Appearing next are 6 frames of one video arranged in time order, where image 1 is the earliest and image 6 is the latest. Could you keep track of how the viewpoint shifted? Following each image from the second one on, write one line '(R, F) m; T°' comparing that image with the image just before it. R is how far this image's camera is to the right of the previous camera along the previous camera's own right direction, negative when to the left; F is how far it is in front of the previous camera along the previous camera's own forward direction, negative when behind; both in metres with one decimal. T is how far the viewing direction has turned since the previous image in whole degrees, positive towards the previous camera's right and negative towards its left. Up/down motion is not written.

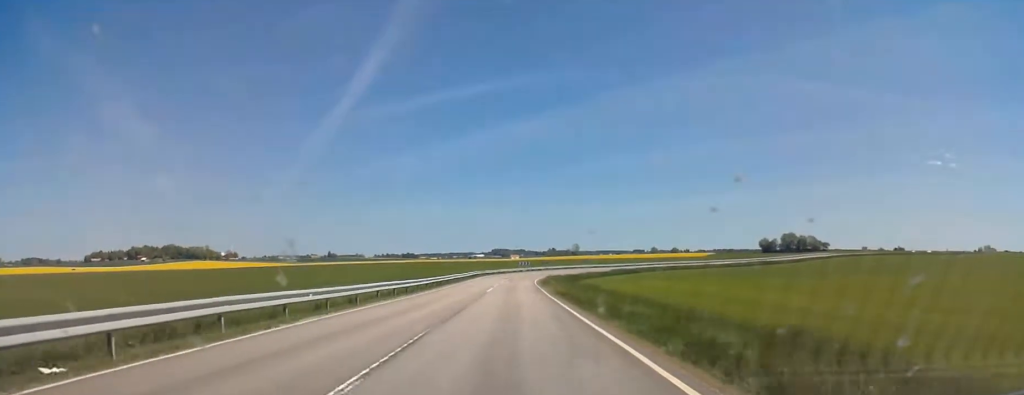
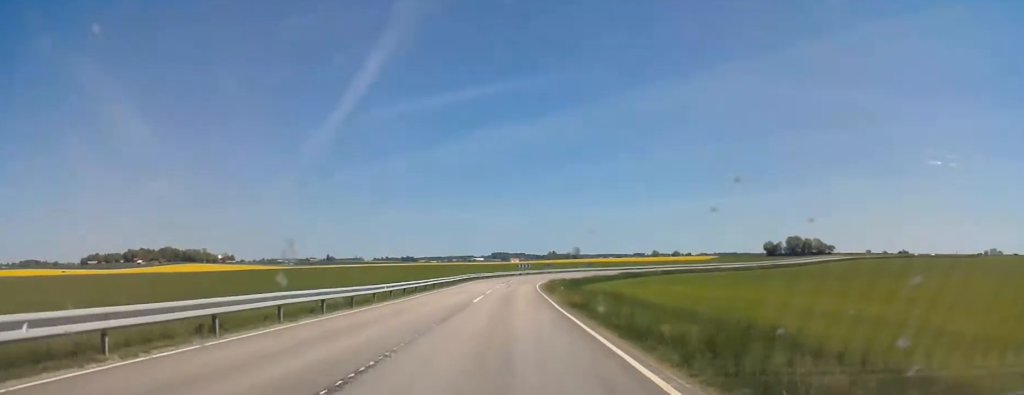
(-0.3, +11.6) m; -1°
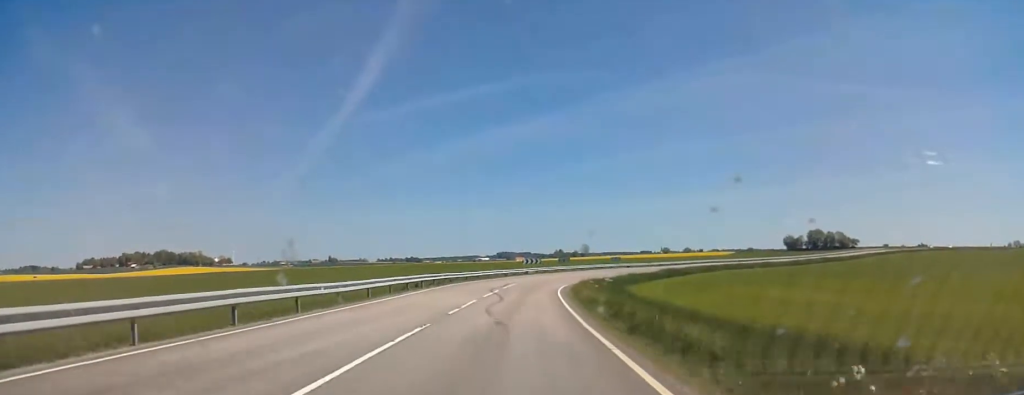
(-0.3, +34.3) m; 0°
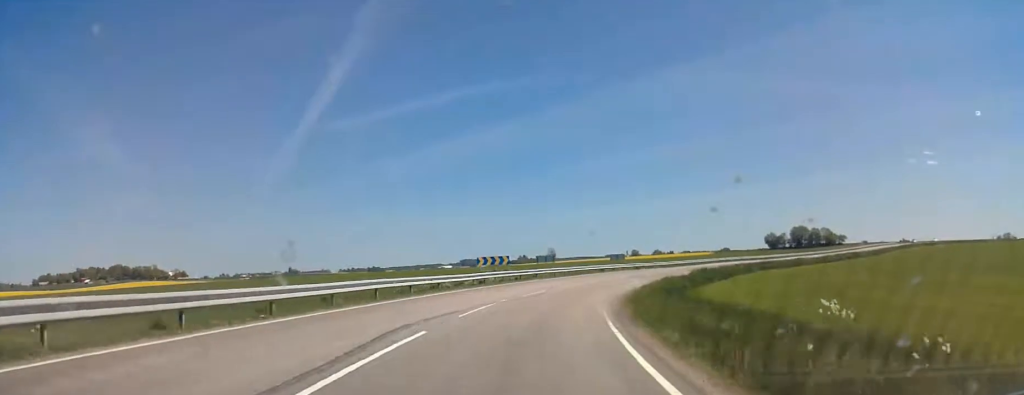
(+0.1, +38.1) m; +2°
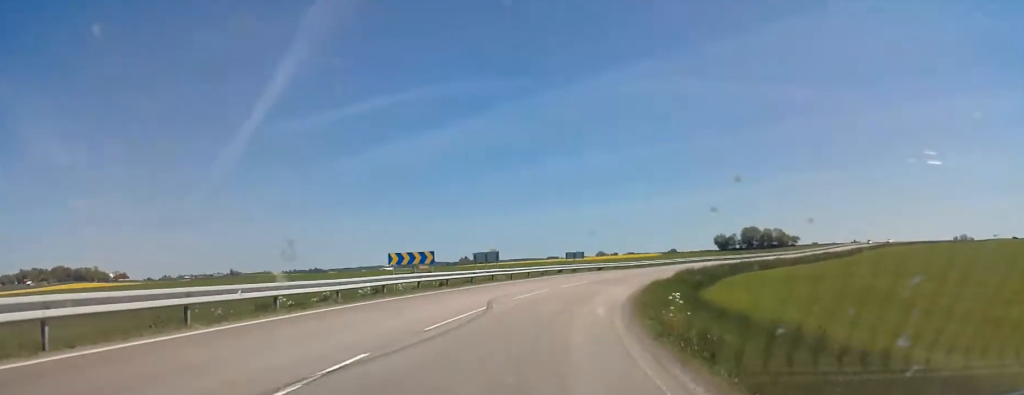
(+0.1, +15.3) m; +5°
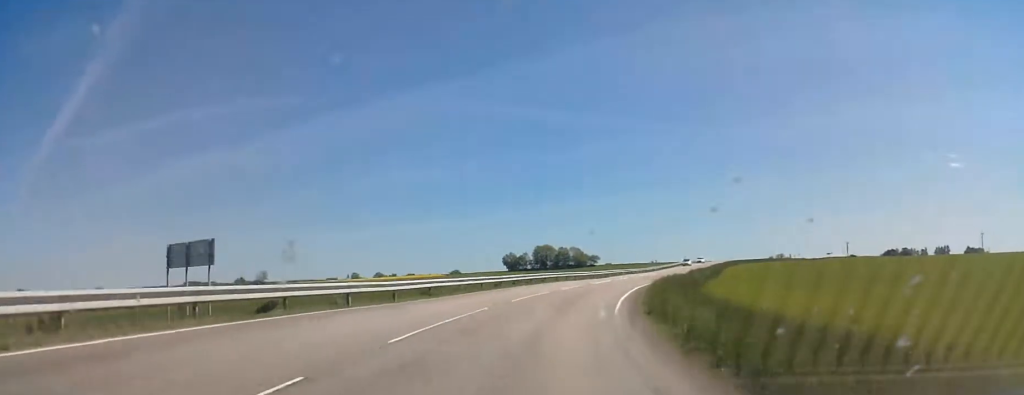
(+6.0, +48.2) m; +13°
